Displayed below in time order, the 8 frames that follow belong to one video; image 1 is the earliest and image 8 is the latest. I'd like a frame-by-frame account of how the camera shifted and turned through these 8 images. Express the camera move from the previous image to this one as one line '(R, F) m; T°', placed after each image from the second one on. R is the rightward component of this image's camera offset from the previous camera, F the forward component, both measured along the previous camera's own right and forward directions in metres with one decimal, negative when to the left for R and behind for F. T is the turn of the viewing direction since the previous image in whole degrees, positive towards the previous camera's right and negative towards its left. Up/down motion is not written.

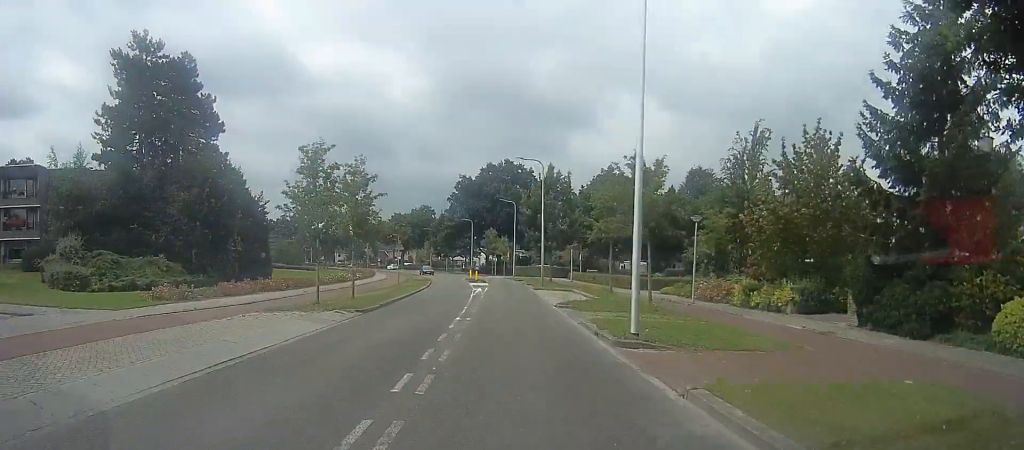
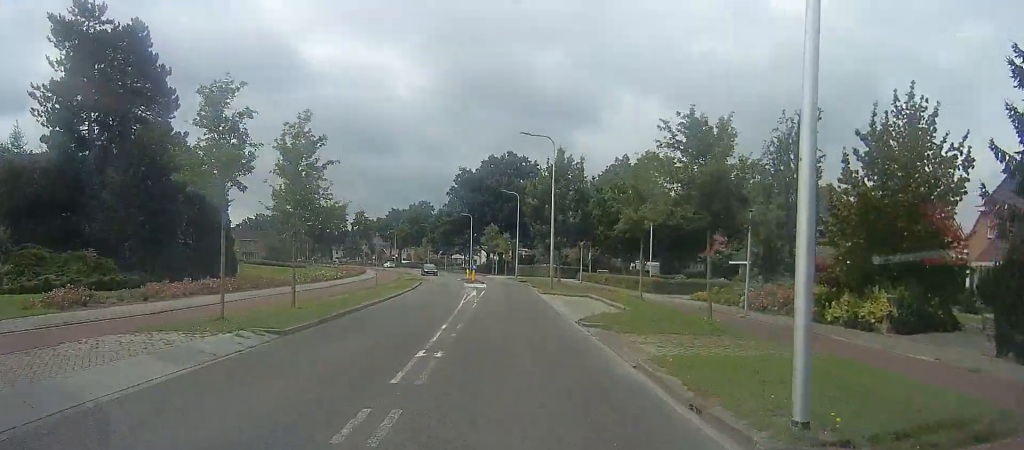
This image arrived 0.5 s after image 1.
(+0.5, +5.5) m; +1°
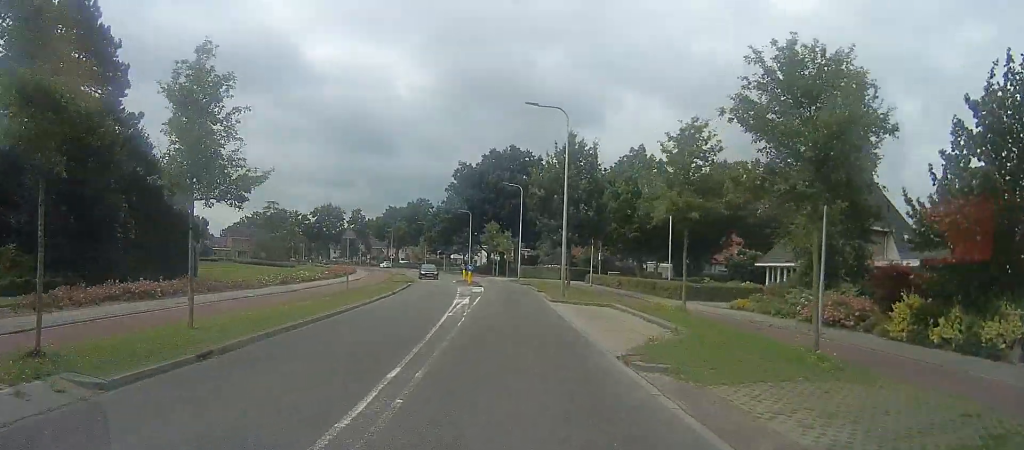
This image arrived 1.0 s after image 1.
(+0.7, +4.8) m; 0°
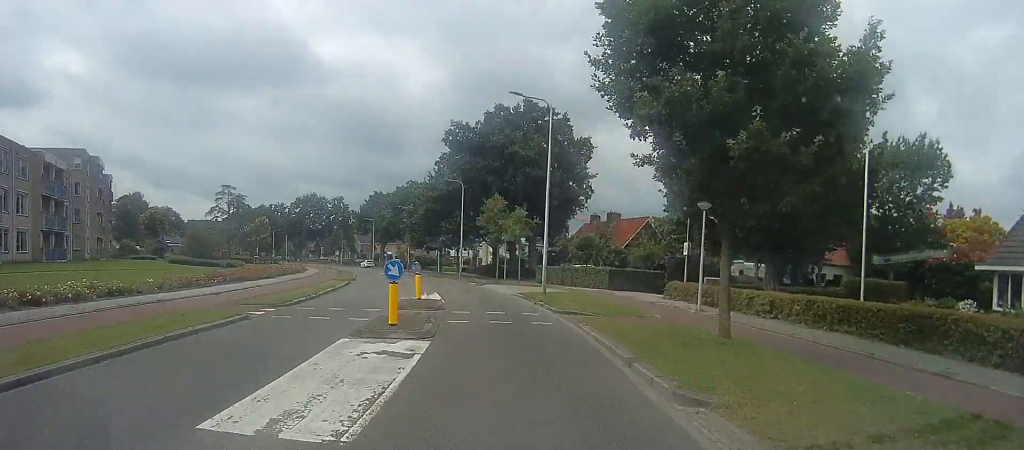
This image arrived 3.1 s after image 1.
(+0.2, +22.1) m; 0°
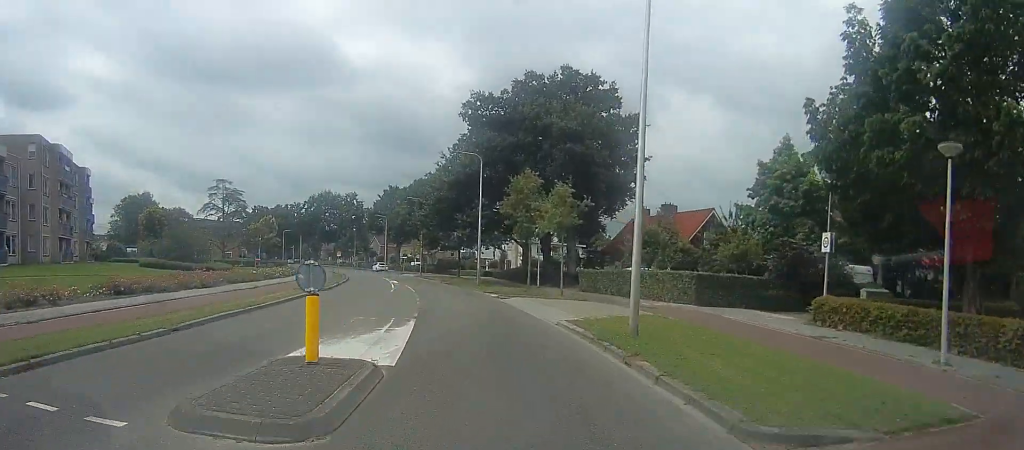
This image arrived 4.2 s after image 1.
(-1.7, +10.8) m; -9°
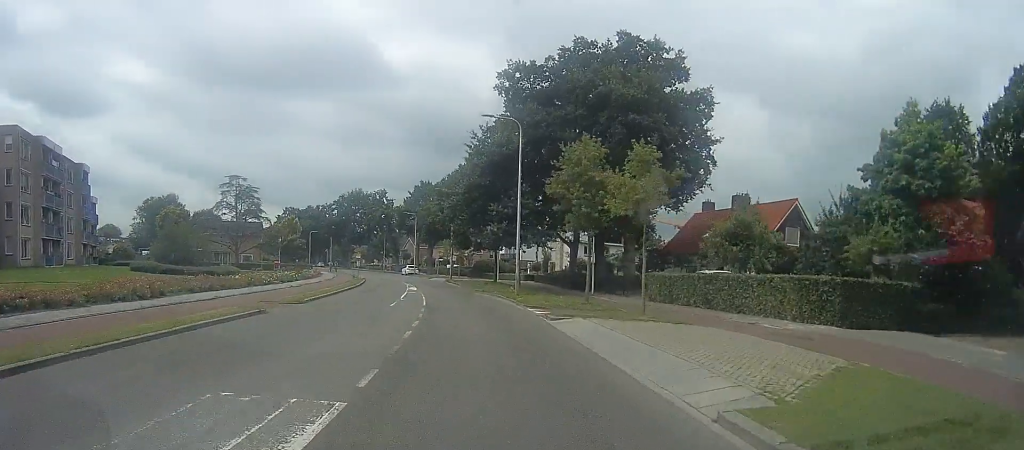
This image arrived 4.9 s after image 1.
(0.0, +7.9) m; 0°
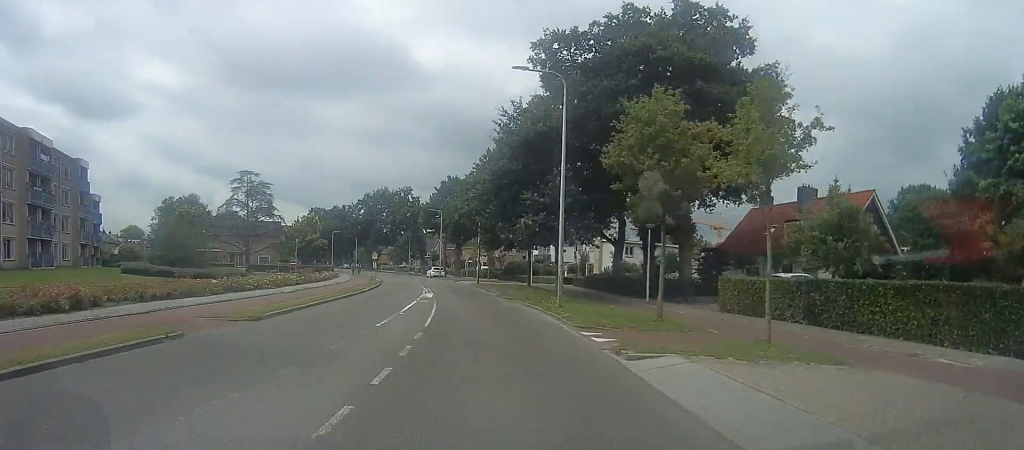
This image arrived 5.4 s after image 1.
(0.0, +5.8) m; -2°
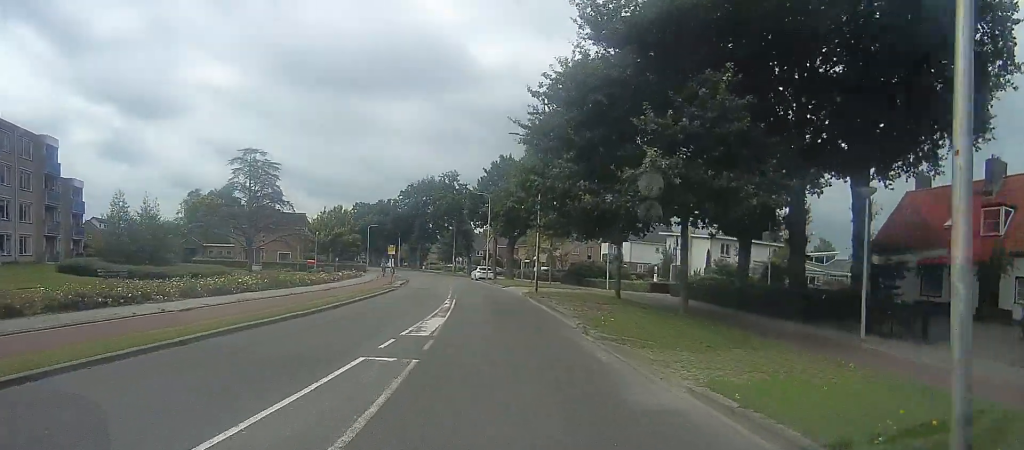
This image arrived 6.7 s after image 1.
(-1.0, +13.6) m; -10°
